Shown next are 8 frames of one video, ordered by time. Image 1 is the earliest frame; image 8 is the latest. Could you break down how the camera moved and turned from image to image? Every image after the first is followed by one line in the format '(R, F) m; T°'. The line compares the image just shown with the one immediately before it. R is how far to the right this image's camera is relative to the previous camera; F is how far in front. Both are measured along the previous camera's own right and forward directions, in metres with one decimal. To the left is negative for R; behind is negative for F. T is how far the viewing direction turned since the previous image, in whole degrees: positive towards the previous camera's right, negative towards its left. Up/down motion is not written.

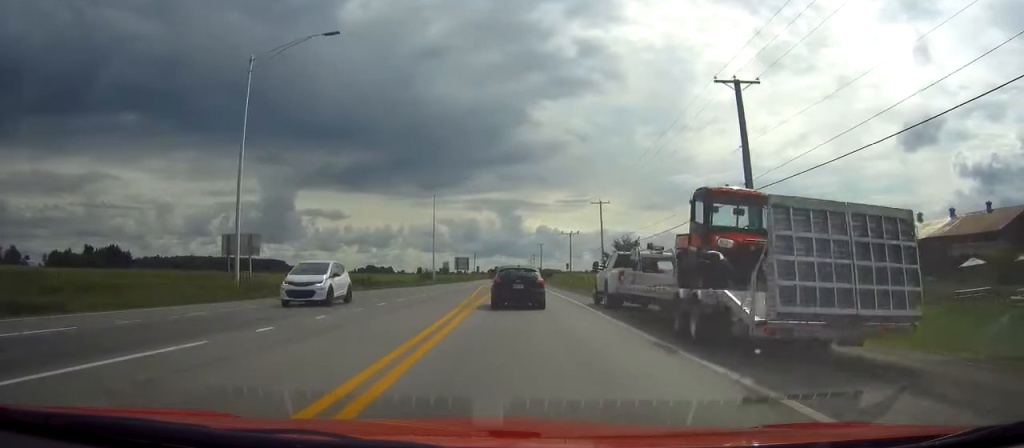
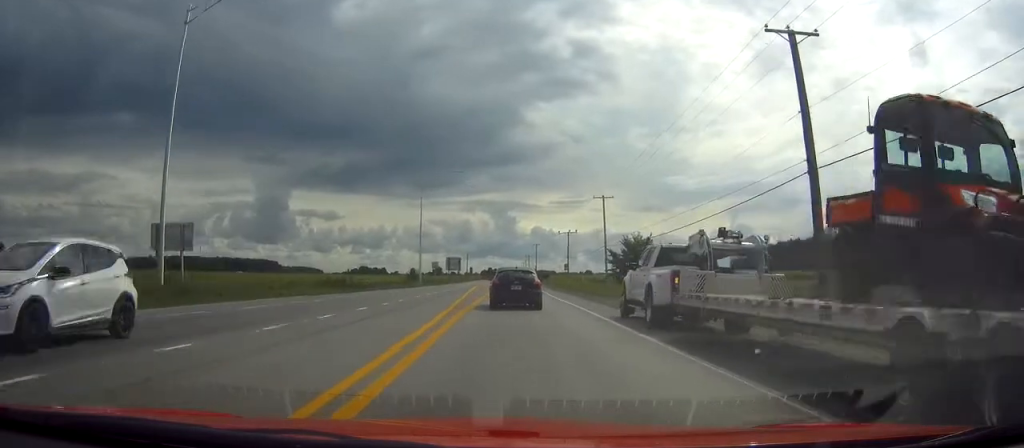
(0.0, +8.0) m; 0°
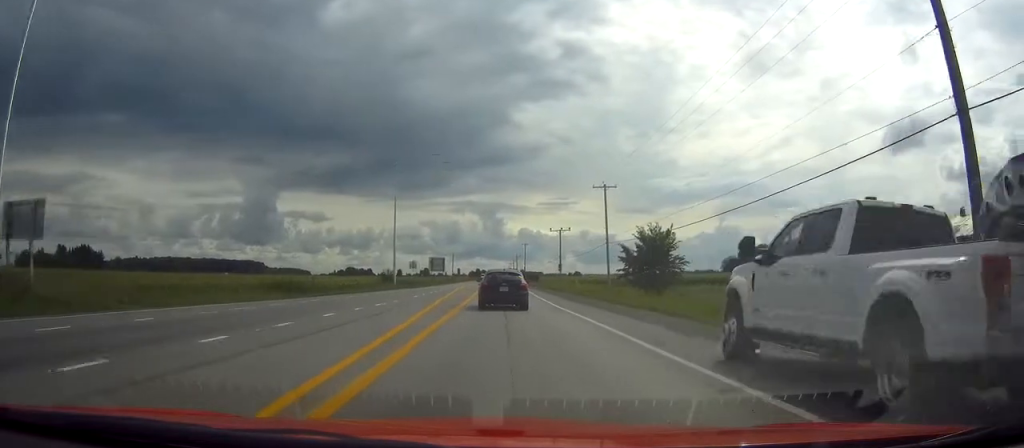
(+0.1, +10.8) m; +1°
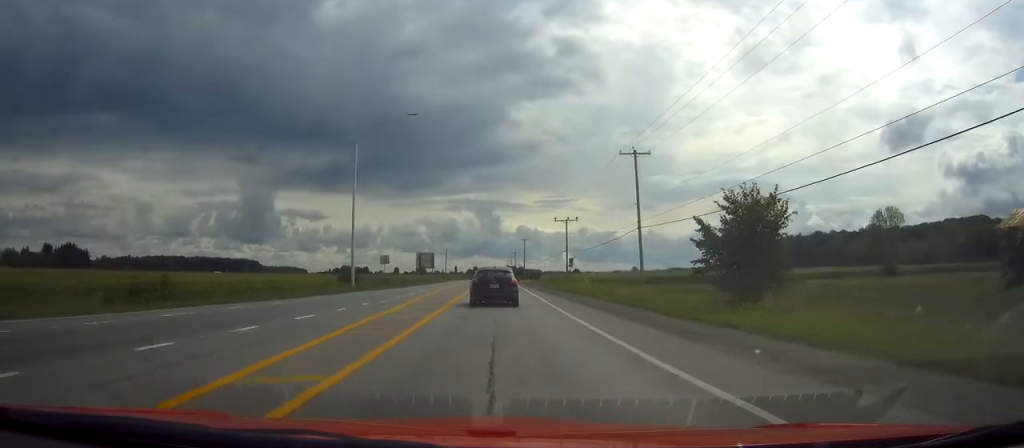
(+0.1, +17.6) m; 0°
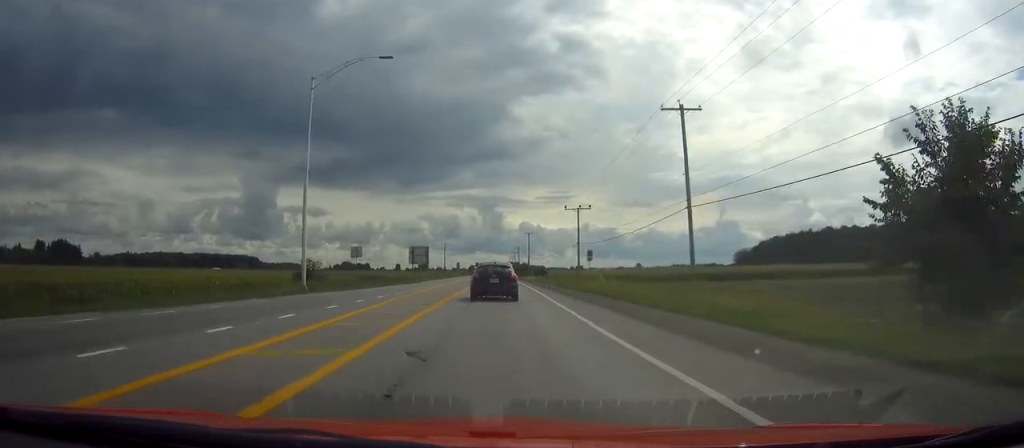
(0.0, +13.5) m; 0°
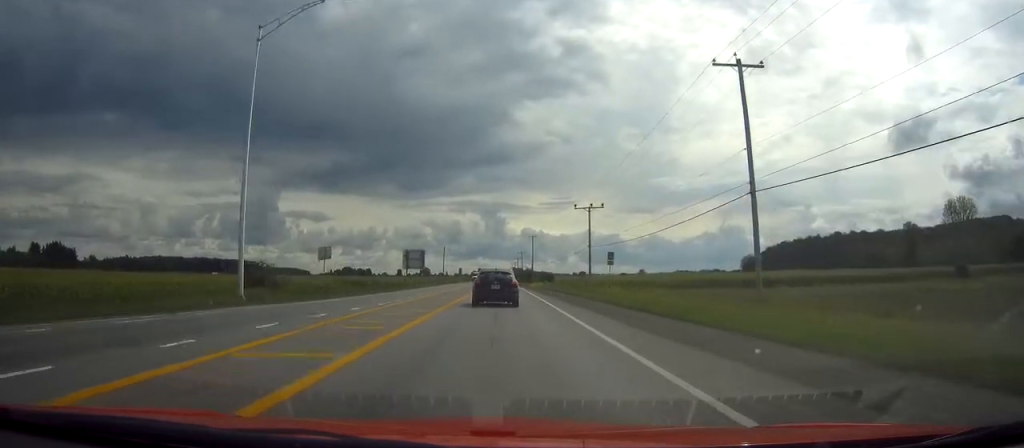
(0.0, +10.1) m; 0°
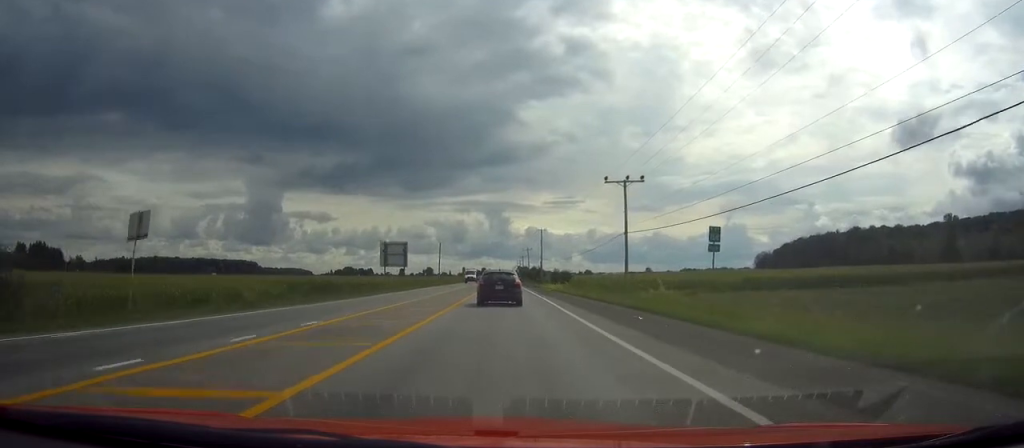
(-0.1, +23.4) m; 0°
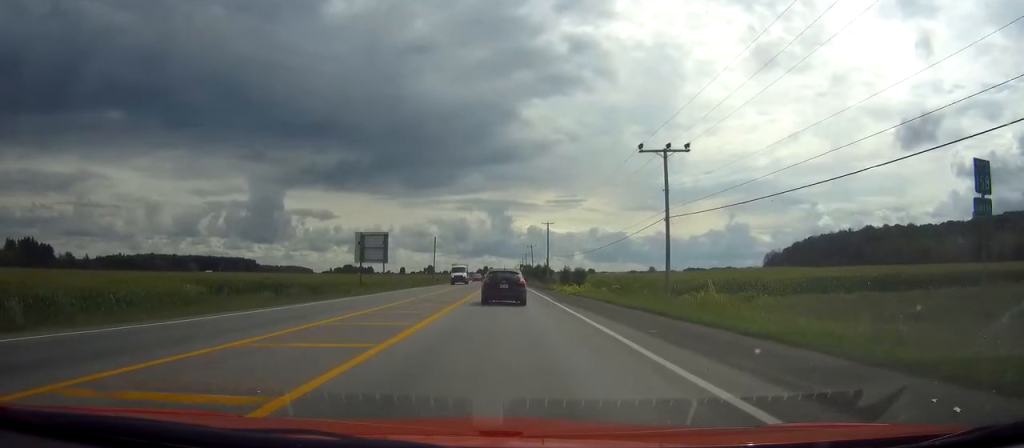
(0.0, +15.2) m; 0°
